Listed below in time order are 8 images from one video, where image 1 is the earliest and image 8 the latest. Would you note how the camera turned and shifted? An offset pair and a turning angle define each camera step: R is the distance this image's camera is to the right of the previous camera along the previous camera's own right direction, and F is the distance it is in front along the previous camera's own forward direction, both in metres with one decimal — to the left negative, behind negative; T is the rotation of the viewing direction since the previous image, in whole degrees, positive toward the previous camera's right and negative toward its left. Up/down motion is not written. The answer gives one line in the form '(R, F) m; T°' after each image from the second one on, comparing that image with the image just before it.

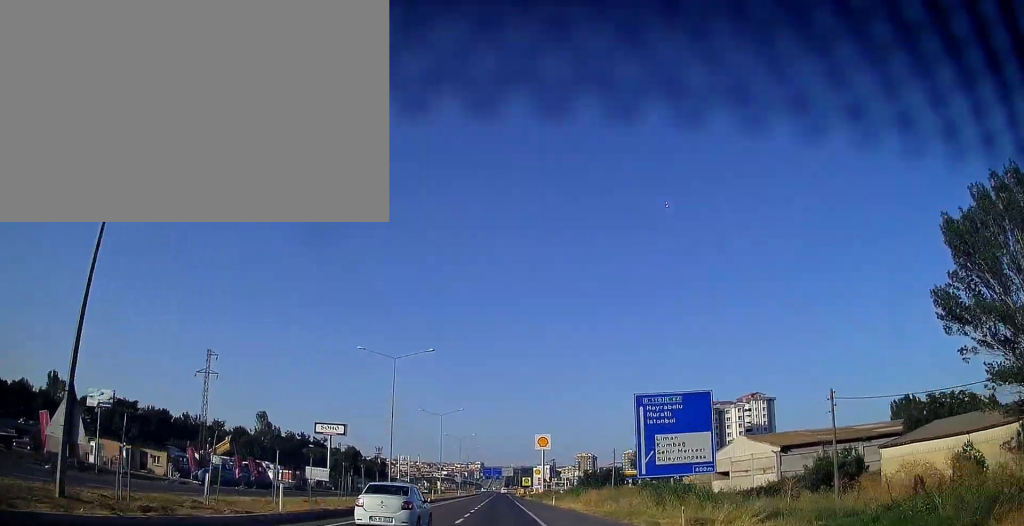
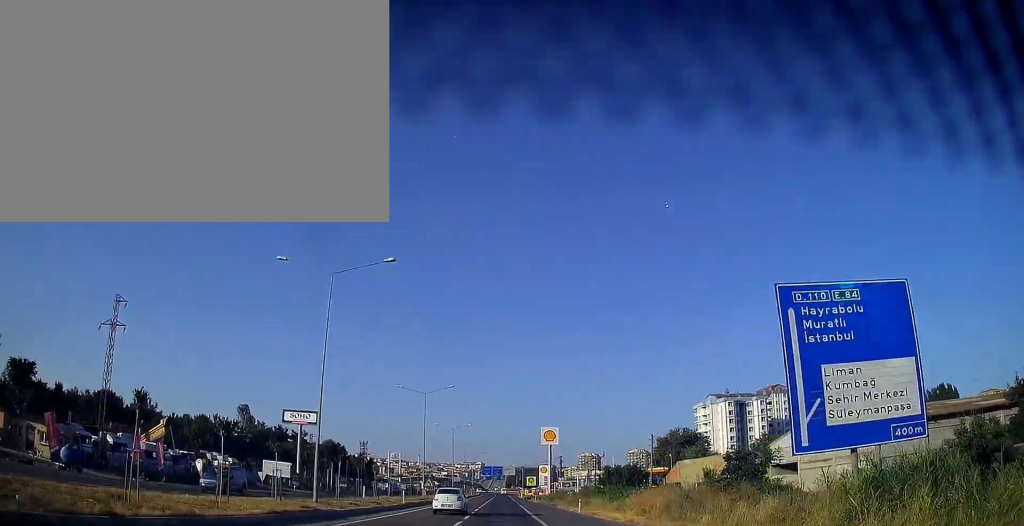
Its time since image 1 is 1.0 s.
(-0.1, +19.6) m; 0°
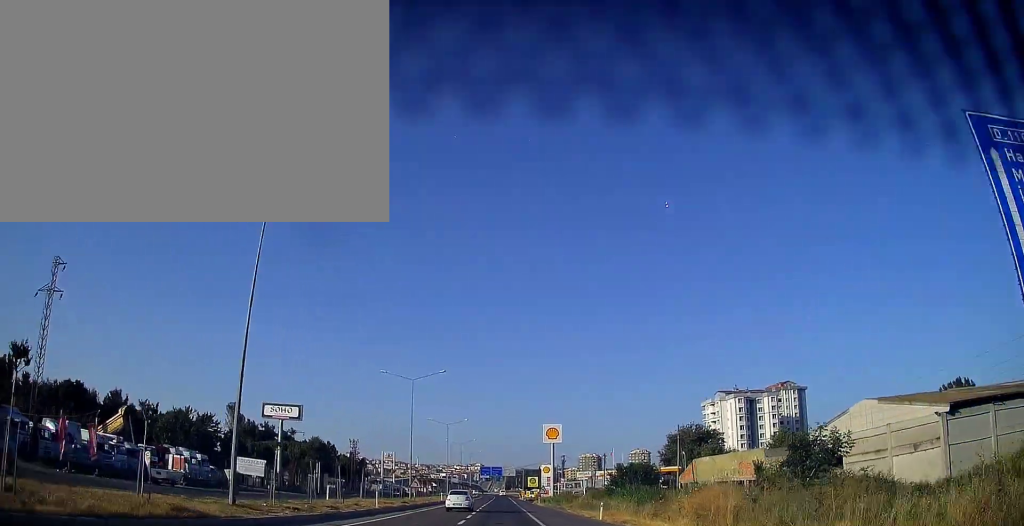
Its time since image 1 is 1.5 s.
(0.0, +10.2) m; 0°
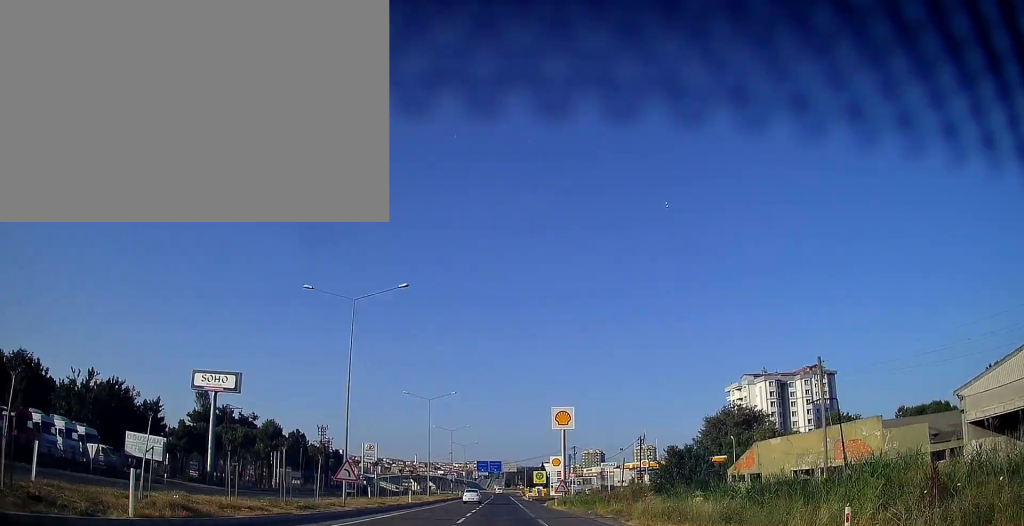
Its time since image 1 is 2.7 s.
(0.0, +24.7) m; 0°
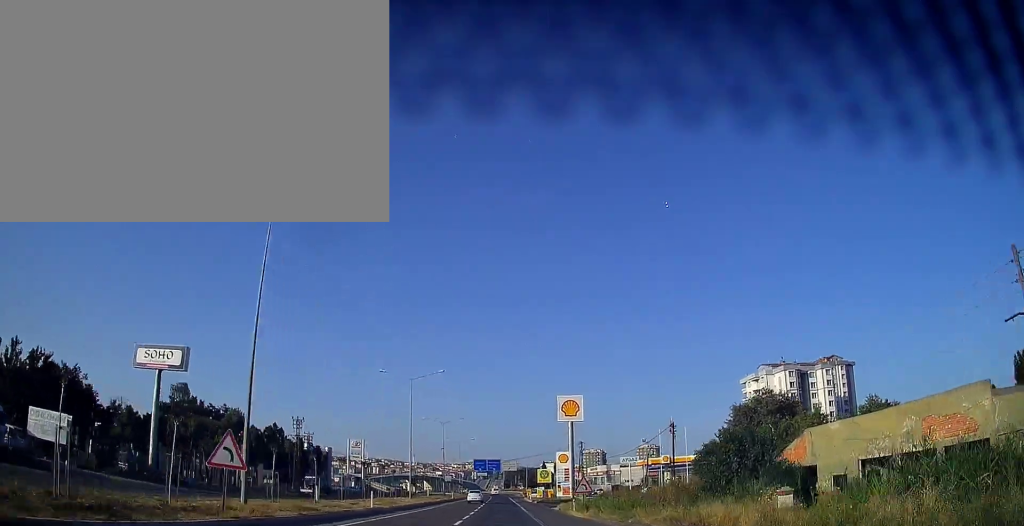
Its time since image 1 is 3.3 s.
(-0.1, +13.8) m; 0°
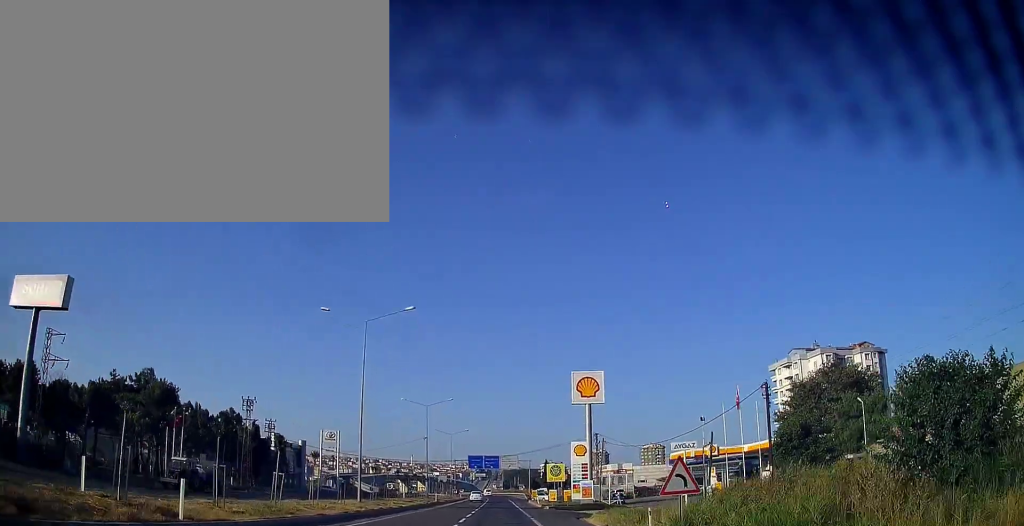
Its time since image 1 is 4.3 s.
(+0.3, +20.7) m; 0°
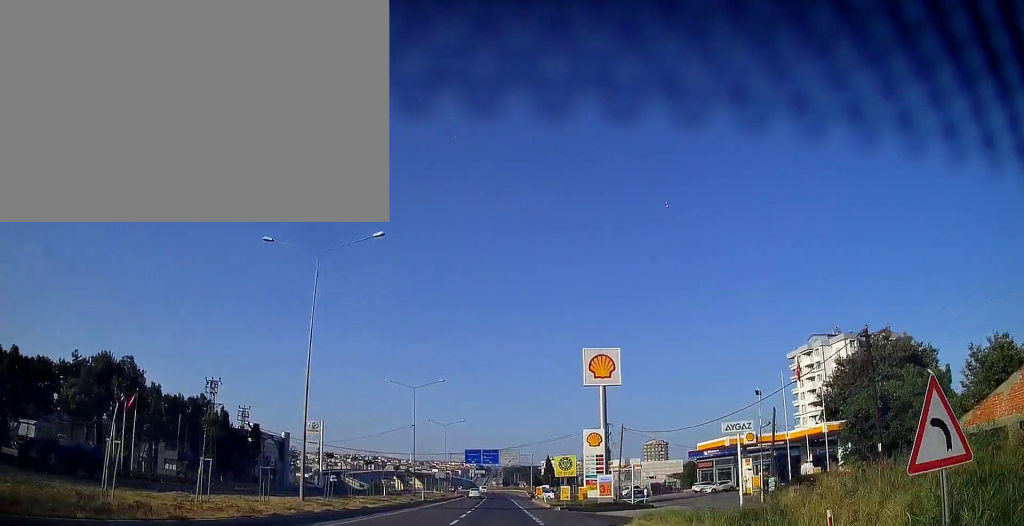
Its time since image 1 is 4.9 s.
(-0.1, +11.0) m; 0°
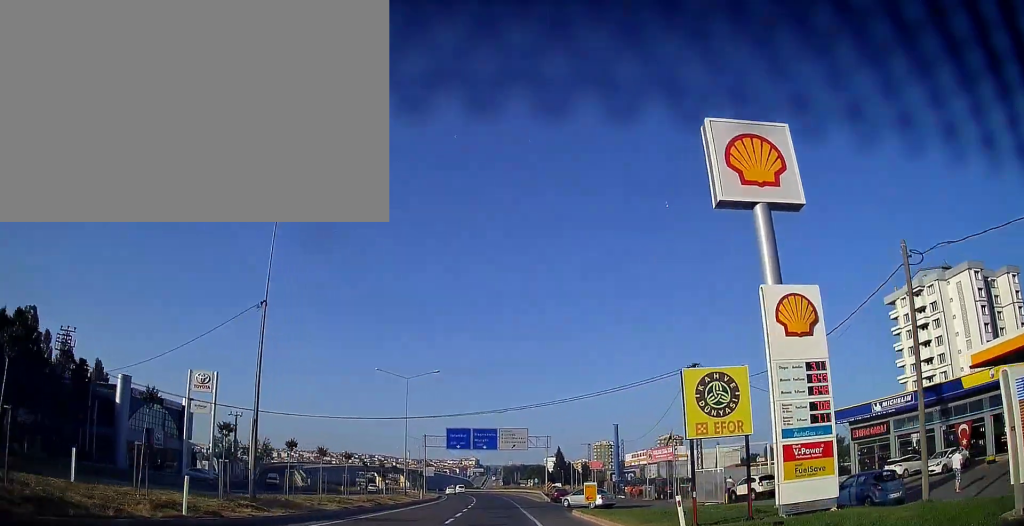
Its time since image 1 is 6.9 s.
(+0.1, +42.7) m; +1°
